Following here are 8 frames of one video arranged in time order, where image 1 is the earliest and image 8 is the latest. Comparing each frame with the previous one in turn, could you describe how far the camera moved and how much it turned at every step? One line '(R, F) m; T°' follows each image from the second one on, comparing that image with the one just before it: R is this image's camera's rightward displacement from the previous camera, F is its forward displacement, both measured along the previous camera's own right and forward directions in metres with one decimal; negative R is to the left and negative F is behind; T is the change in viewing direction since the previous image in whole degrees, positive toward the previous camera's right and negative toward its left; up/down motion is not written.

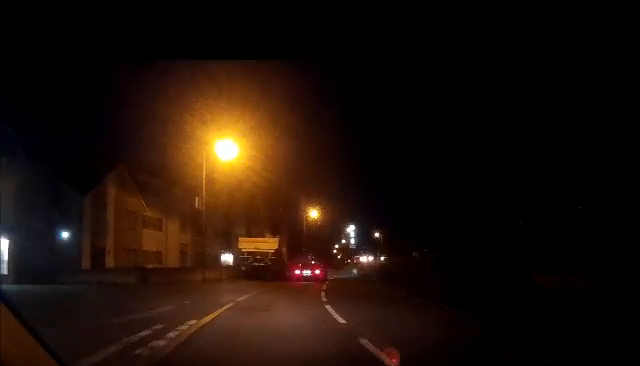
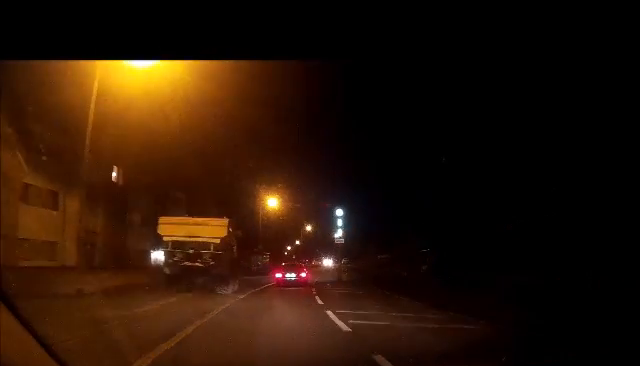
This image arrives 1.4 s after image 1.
(+0.3, +13.8) m; +7°
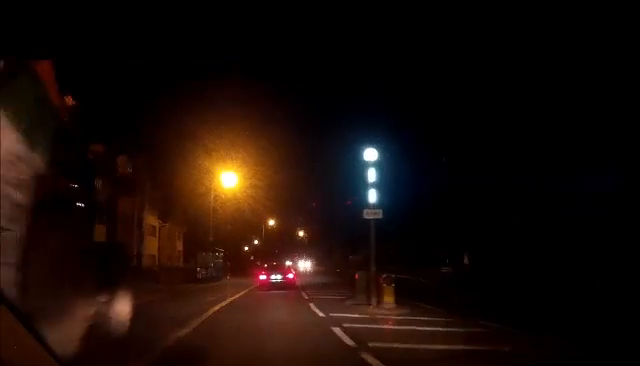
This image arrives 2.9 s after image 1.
(+1.7, +15.5) m; +8°
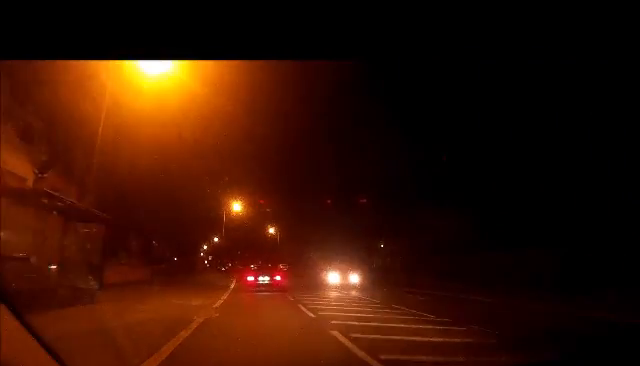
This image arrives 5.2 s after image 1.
(+0.8, +22.9) m; +3°
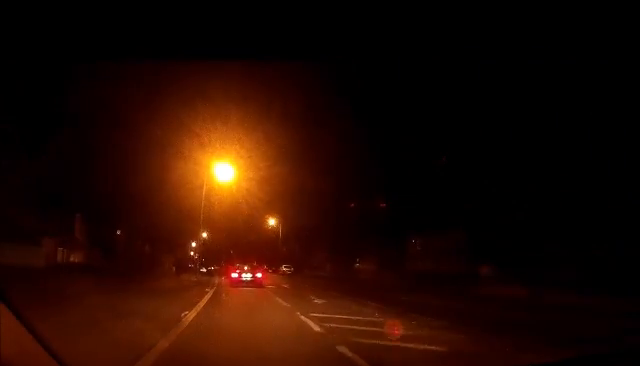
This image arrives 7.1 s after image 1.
(+0.2, +18.6) m; 0°
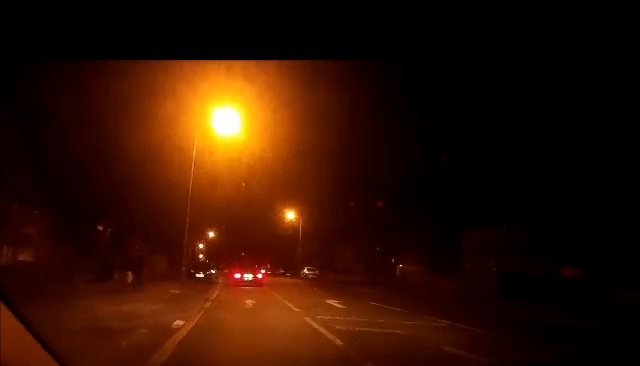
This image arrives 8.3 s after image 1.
(-0.2, +12.4) m; -1°
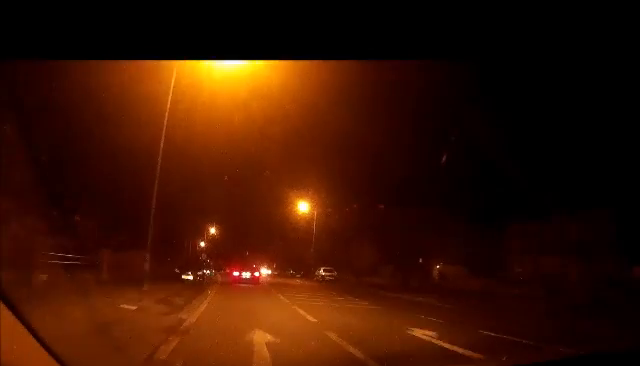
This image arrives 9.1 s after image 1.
(-0.1, +8.3) m; -1°
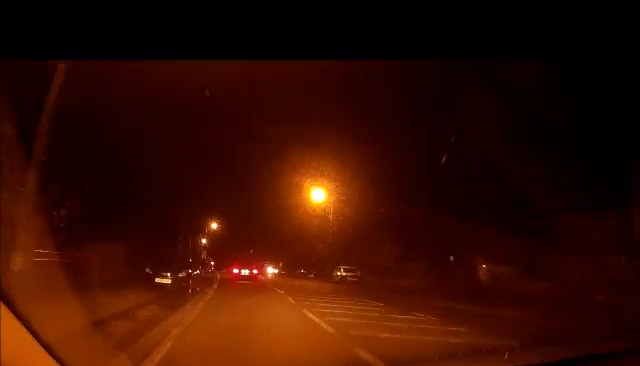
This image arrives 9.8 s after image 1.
(0.0, +7.4) m; 0°
